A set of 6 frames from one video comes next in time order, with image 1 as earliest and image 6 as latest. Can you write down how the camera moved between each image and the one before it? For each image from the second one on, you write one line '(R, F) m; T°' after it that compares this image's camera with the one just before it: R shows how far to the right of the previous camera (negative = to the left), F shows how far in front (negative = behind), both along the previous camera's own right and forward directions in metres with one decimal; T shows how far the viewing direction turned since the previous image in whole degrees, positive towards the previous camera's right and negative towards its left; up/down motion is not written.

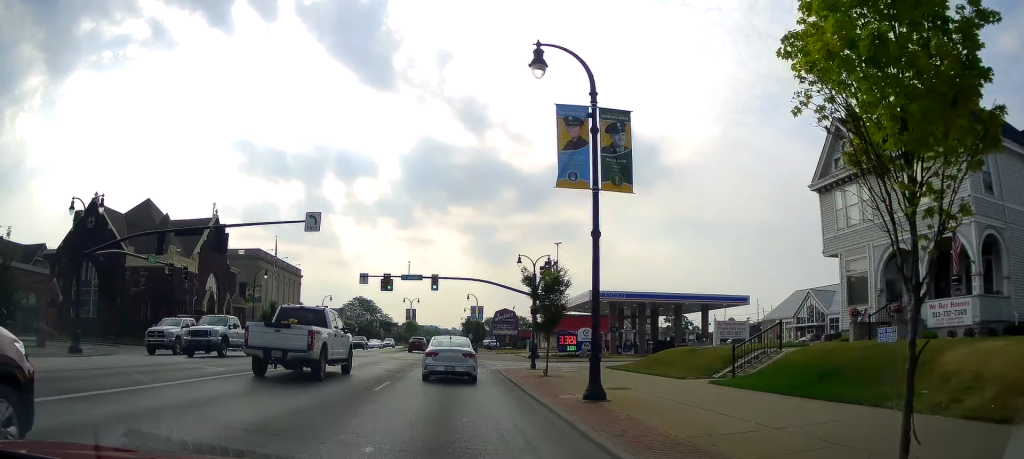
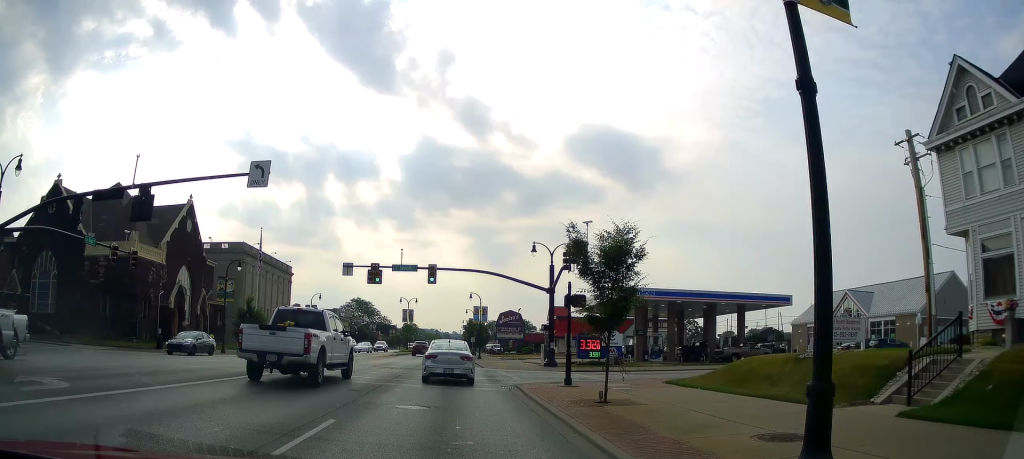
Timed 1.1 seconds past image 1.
(0.0, +8.1) m; +1°
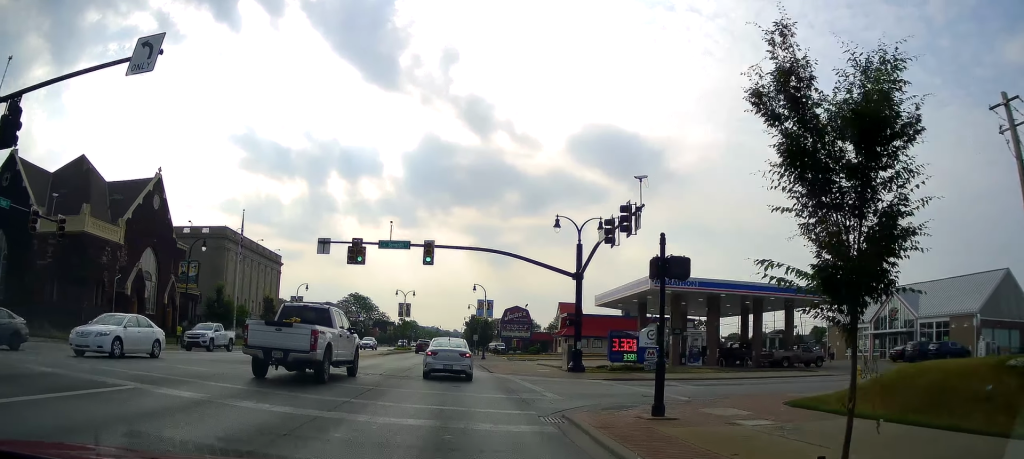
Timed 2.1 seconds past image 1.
(+0.1, +8.3) m; +2°
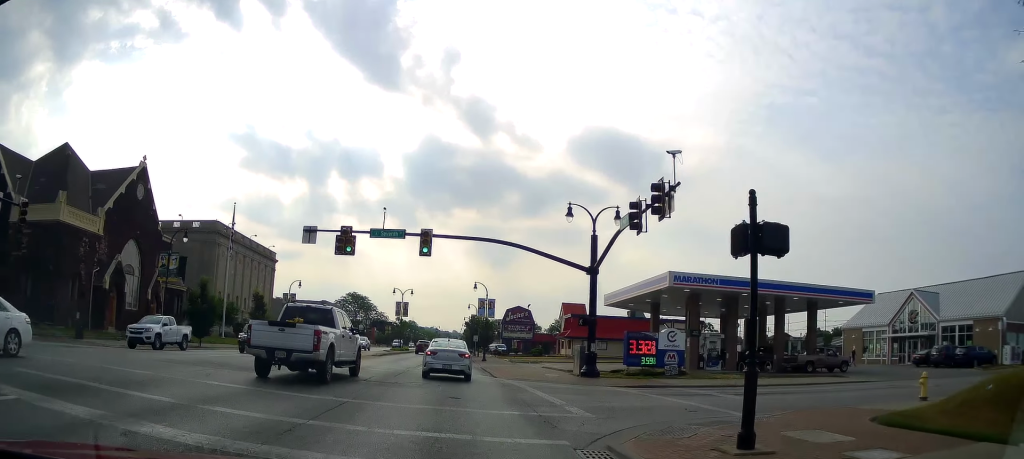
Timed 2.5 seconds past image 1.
(0.0, +3.4) m; +1°
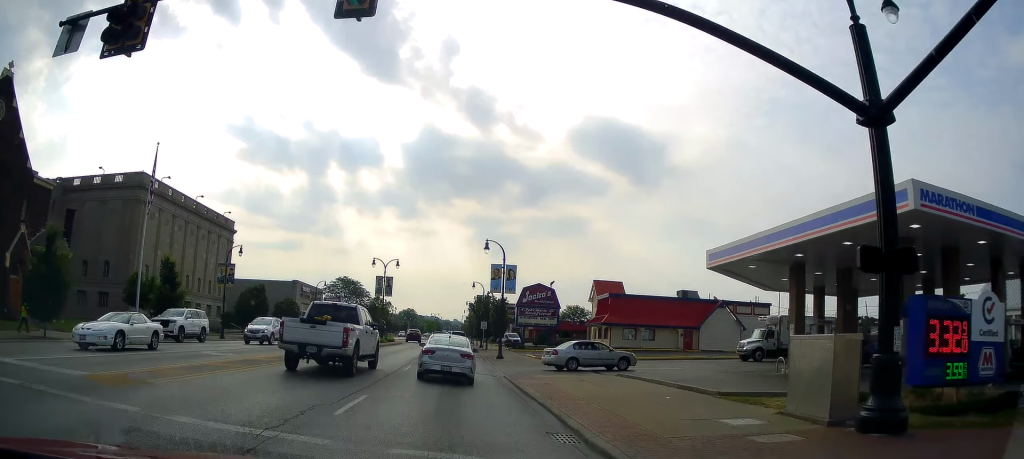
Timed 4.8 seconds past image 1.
(+0.1, +20.3) m; -2°
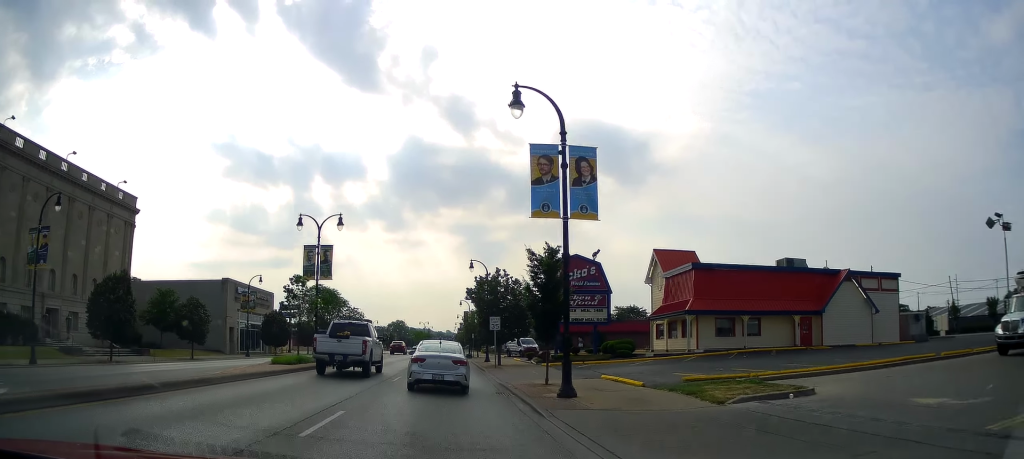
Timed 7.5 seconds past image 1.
(+1.0, +26.4) m; +4°
